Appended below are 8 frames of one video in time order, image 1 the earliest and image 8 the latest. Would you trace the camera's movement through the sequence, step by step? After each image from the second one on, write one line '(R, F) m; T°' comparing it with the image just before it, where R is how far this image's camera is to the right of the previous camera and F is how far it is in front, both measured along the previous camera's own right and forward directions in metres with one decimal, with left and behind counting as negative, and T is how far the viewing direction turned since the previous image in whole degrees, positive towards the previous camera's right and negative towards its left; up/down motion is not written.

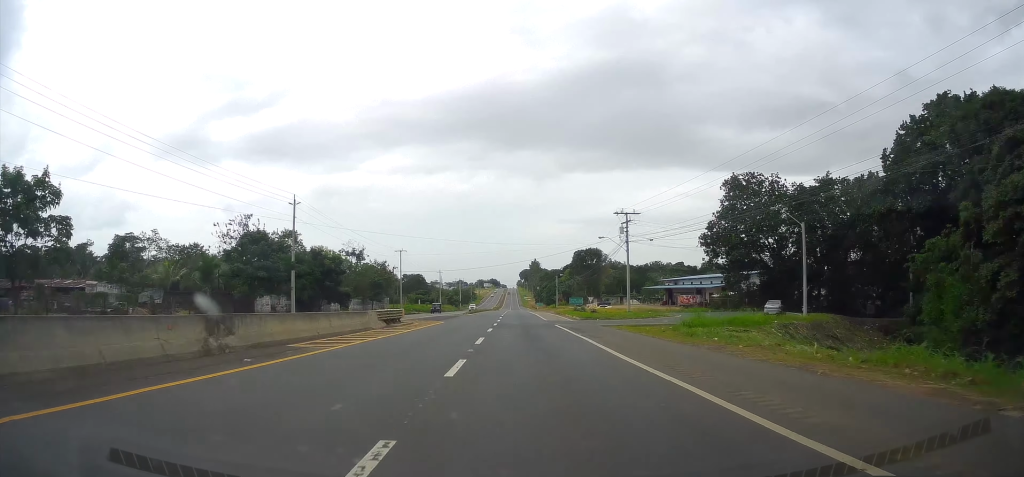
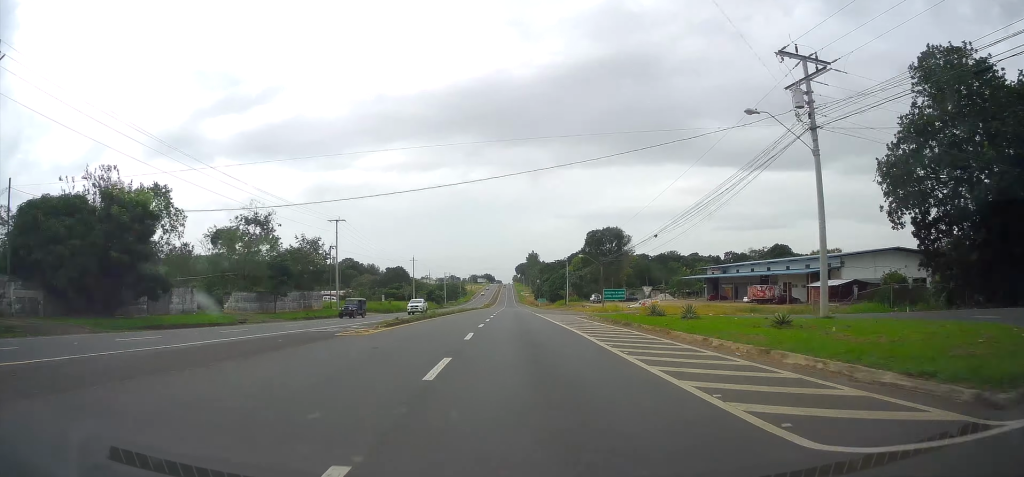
(+0.2, +41.4) m; +1°
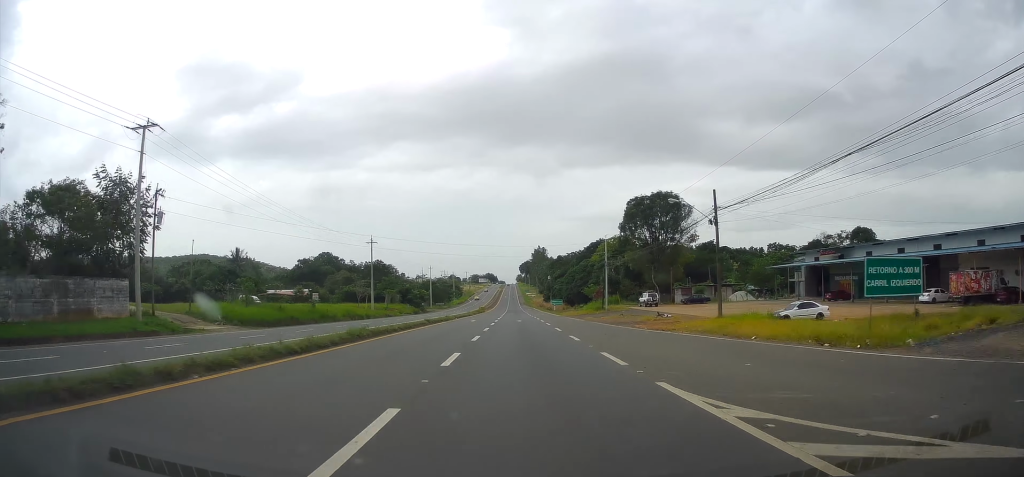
(+0.4, +46.3) m; 0°
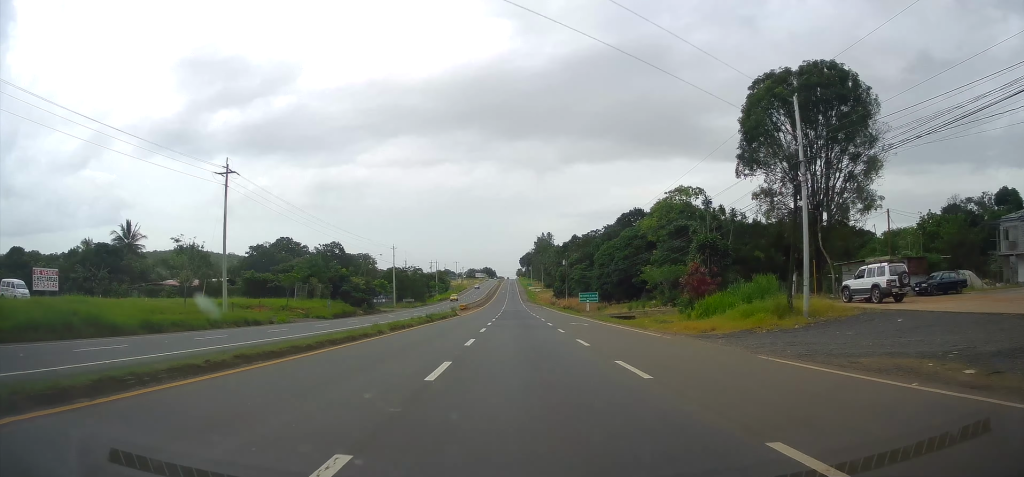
(0.0, +51.3) m; 0°
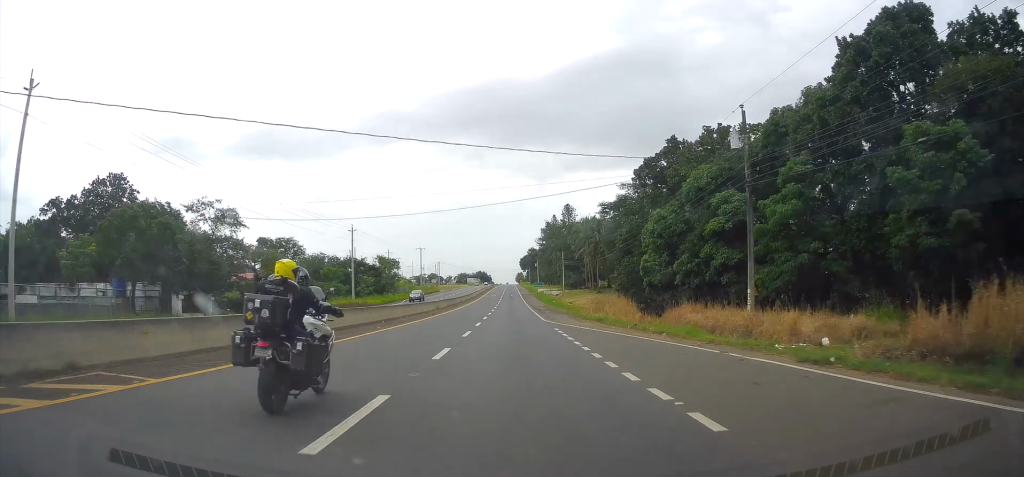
(-0.5, +95.4) m; -1°
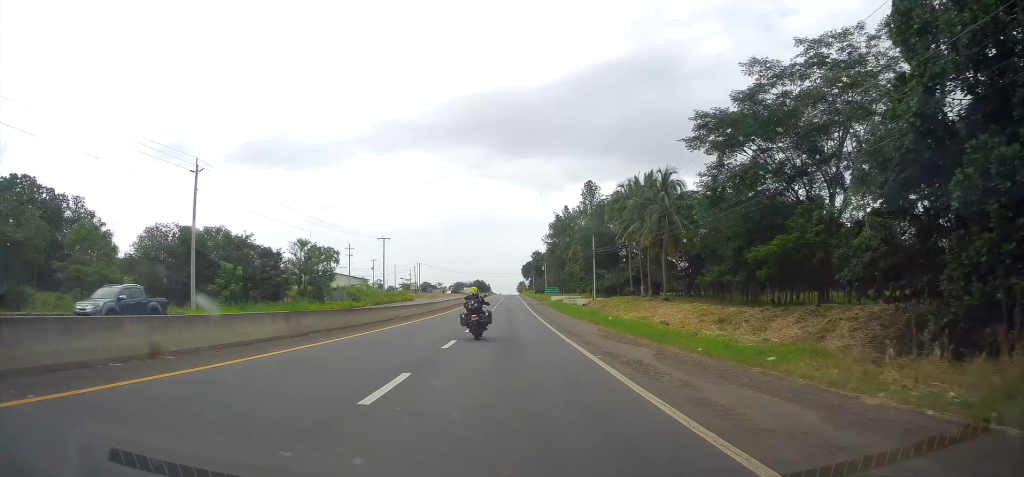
(-0.4, +46.1) m; 0°
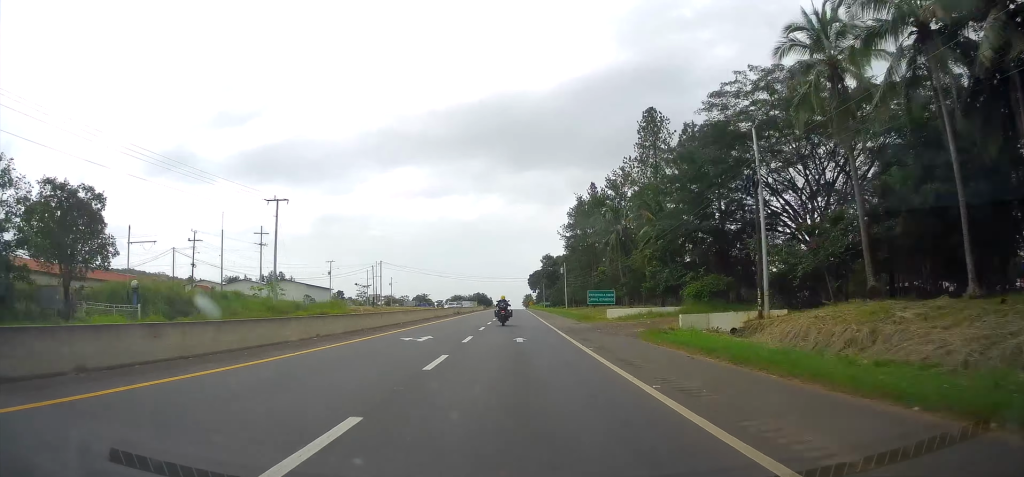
(+0.2, +53.5) m; 0°
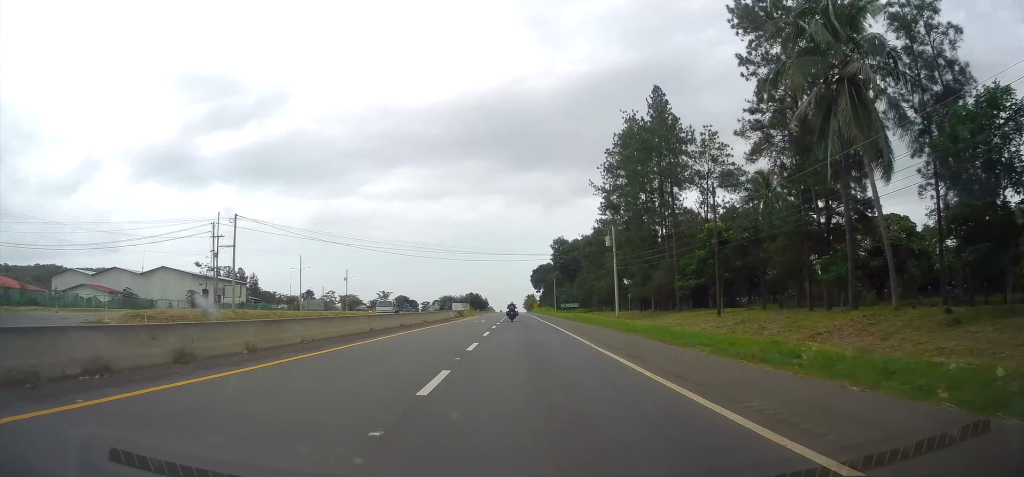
(0.0, +60.7) m; 0°
